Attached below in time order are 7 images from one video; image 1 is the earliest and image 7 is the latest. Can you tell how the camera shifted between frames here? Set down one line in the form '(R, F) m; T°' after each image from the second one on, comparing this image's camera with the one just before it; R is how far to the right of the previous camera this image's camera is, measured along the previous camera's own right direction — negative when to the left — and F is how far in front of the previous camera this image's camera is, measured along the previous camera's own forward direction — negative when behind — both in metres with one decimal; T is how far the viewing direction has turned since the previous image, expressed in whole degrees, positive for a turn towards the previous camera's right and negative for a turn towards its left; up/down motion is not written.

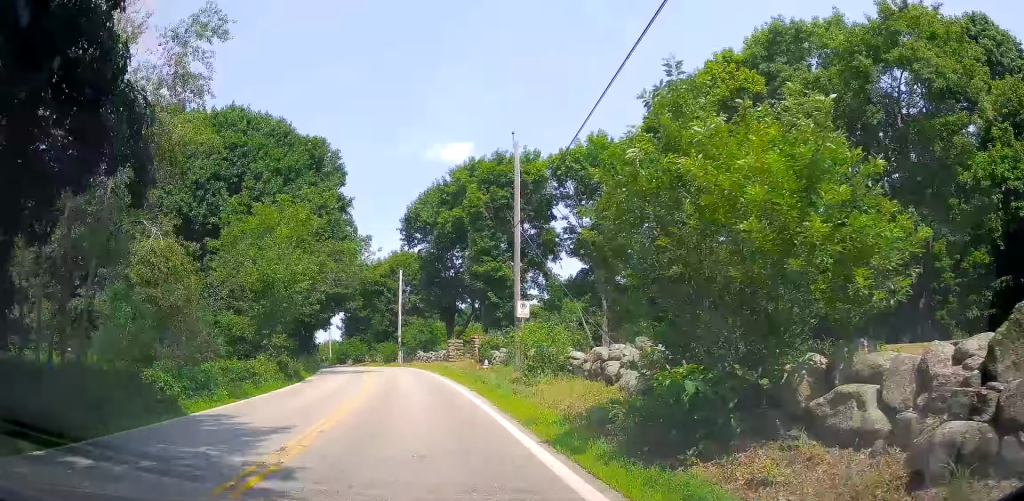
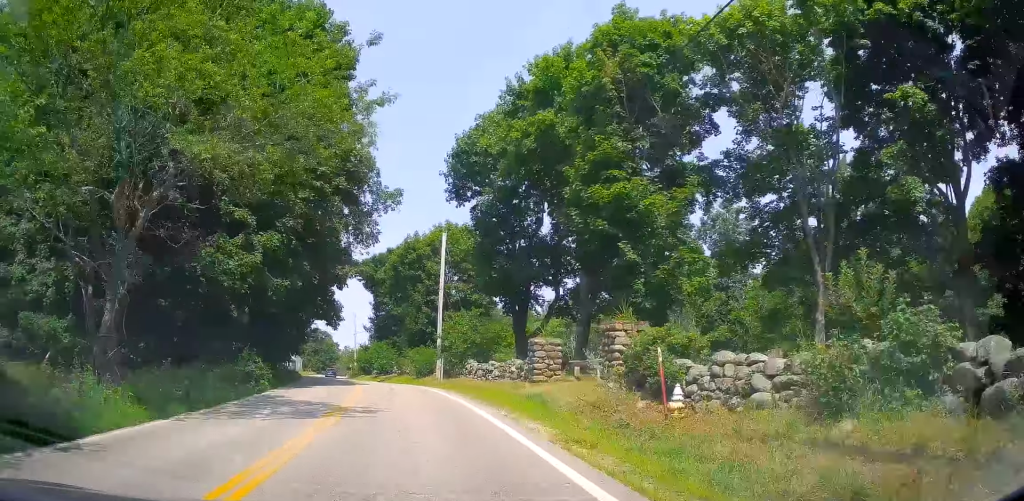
(-0.2, +21.6) m; -2°
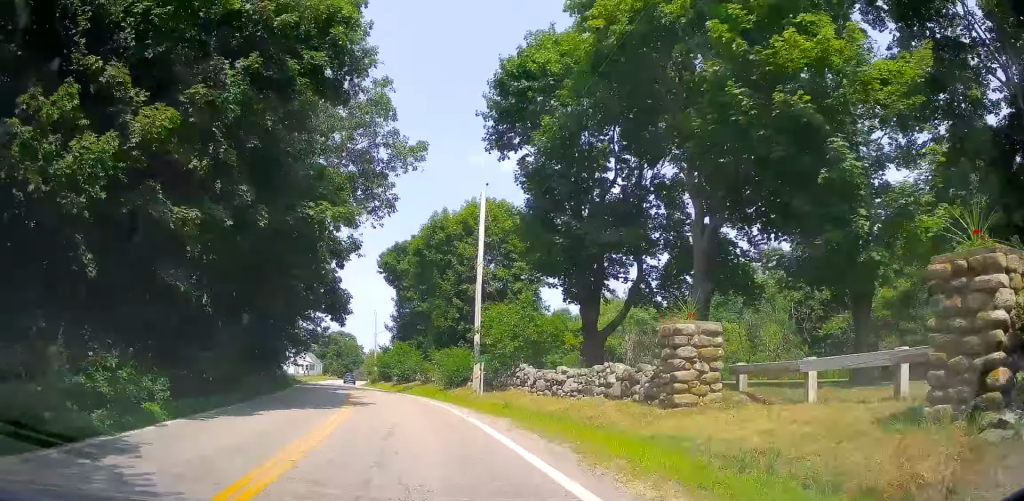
(-0.2, +10.8) m; -2°
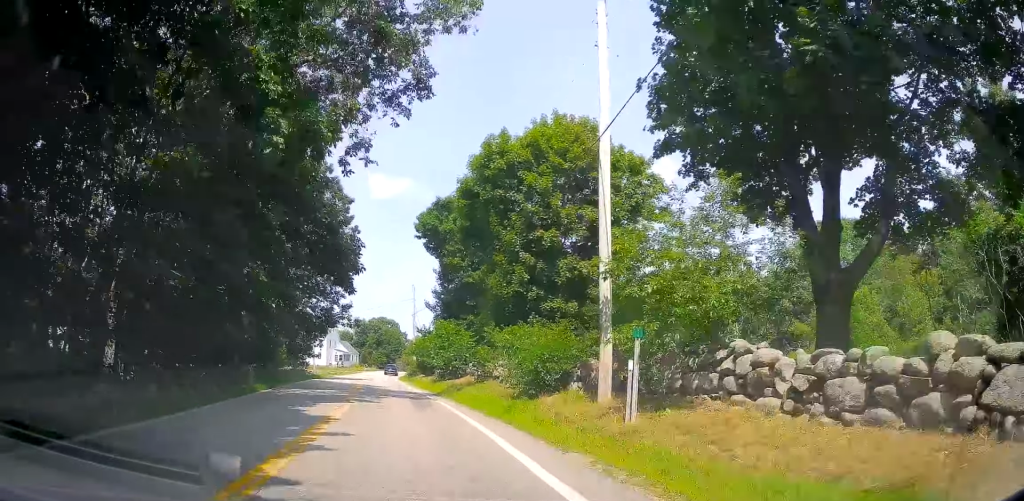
(-0.3, +14.8) m; -2°
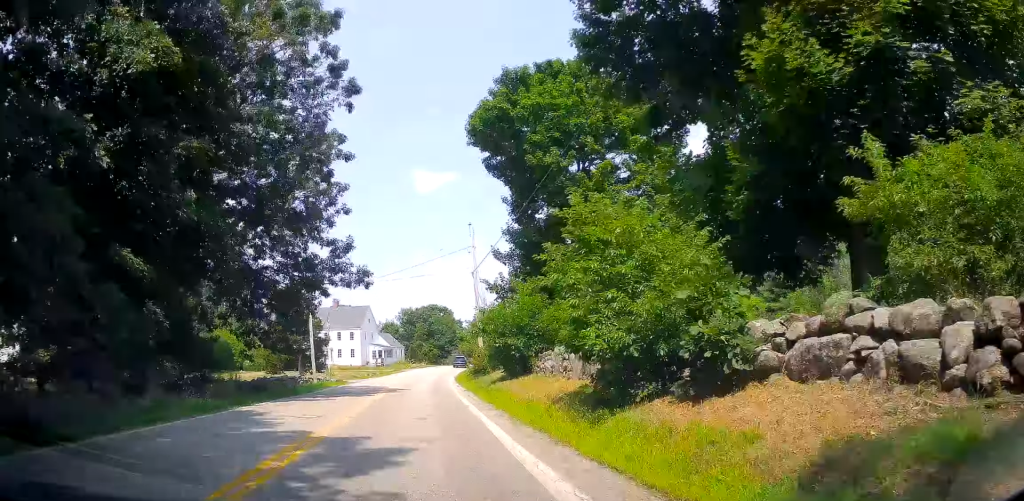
(-1.1, +24.6) m; -6°
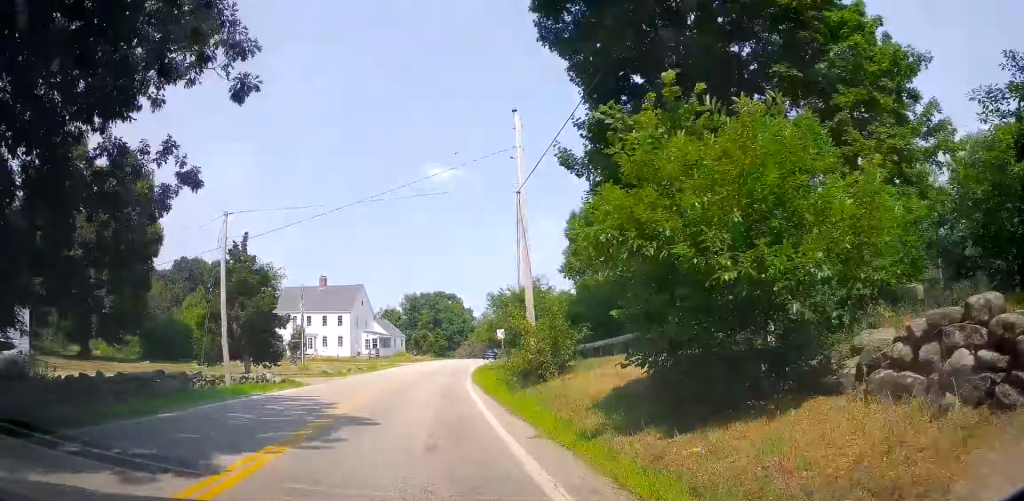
(-0.8, +17.0) m; -4°
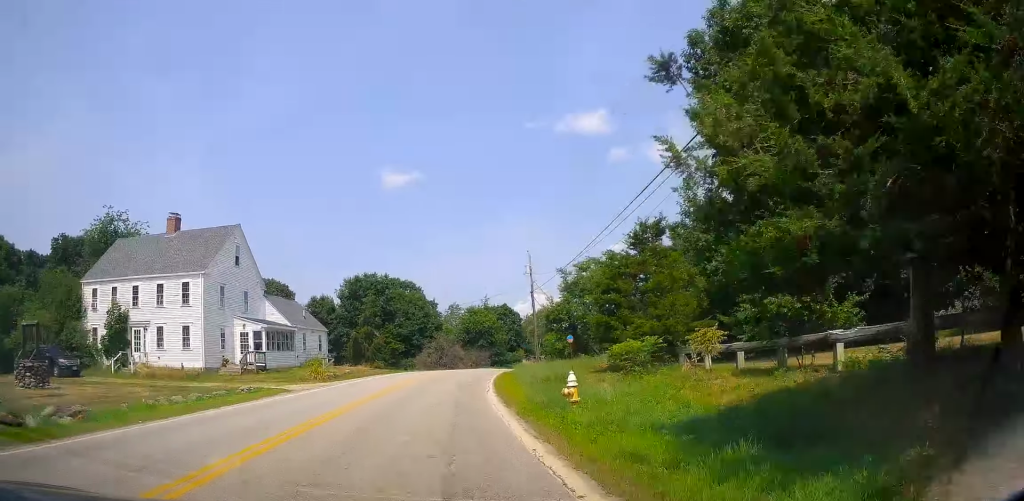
(+0.4, +38.3) m; +5°
